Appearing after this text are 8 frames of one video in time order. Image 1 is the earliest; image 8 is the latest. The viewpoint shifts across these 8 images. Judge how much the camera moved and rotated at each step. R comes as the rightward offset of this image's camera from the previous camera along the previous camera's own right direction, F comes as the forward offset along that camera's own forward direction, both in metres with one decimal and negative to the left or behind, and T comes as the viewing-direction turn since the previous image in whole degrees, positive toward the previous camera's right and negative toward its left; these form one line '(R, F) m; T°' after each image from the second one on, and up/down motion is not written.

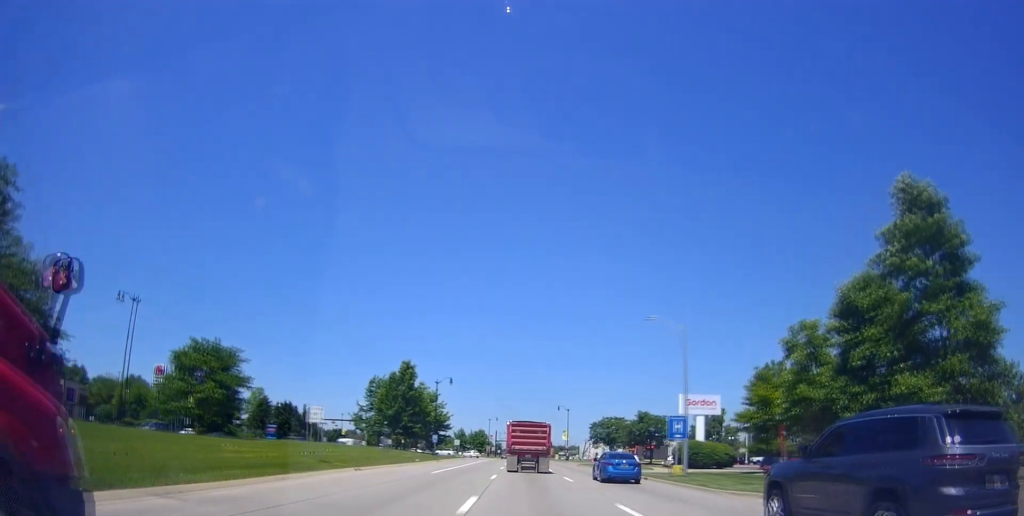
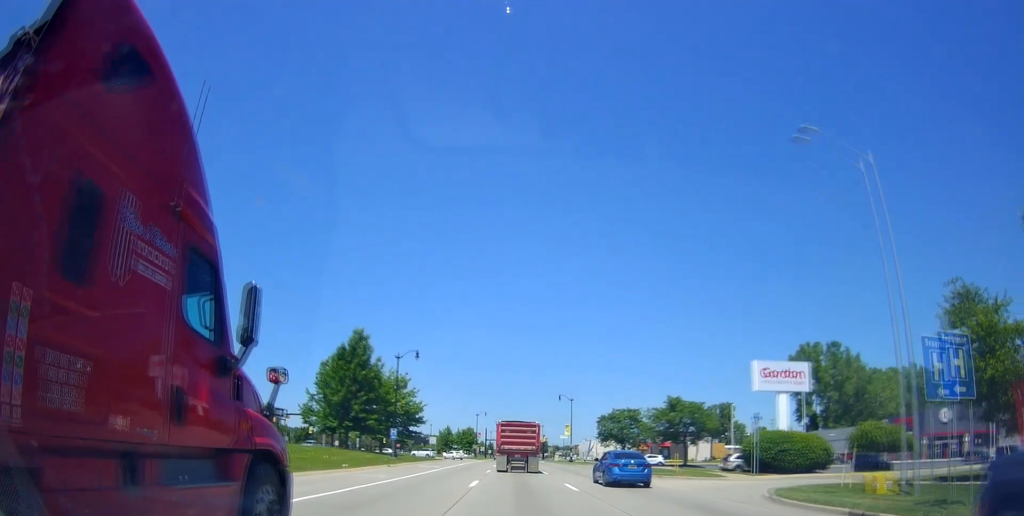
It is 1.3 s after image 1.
(0.0, +21.4) m; -1°
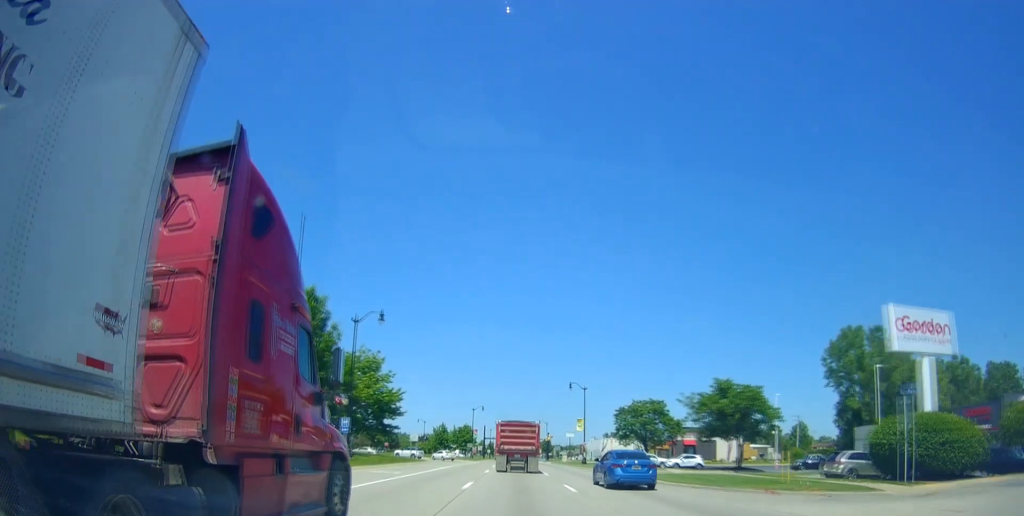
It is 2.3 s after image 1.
(-0.3, +16.4) m; 0°
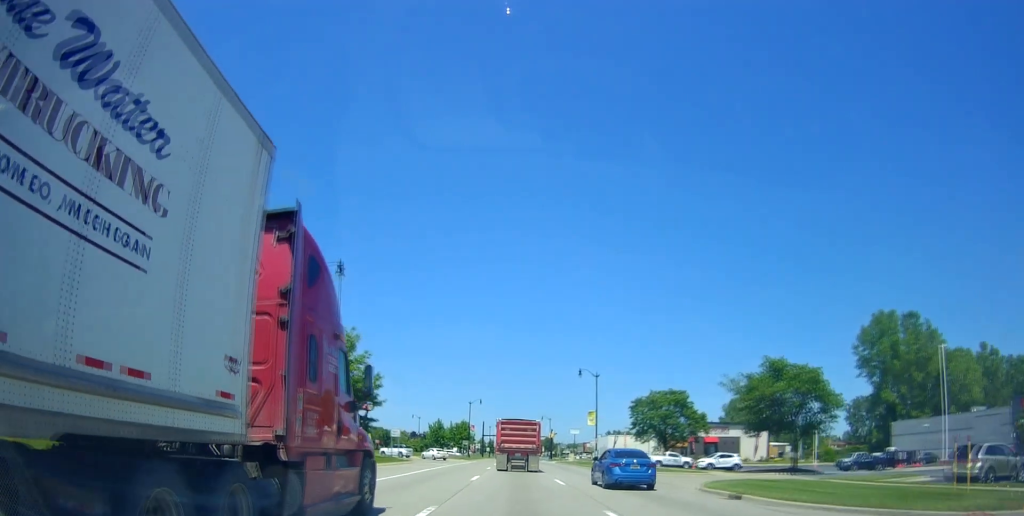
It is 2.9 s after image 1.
(+0.5, +11.0) m; +1°
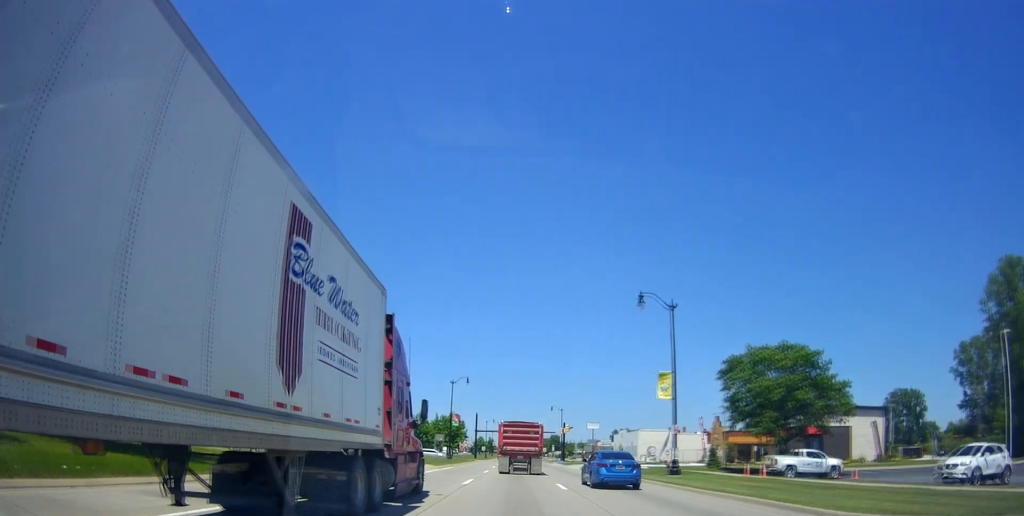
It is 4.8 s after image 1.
(0.0, +32.6) m; -1°
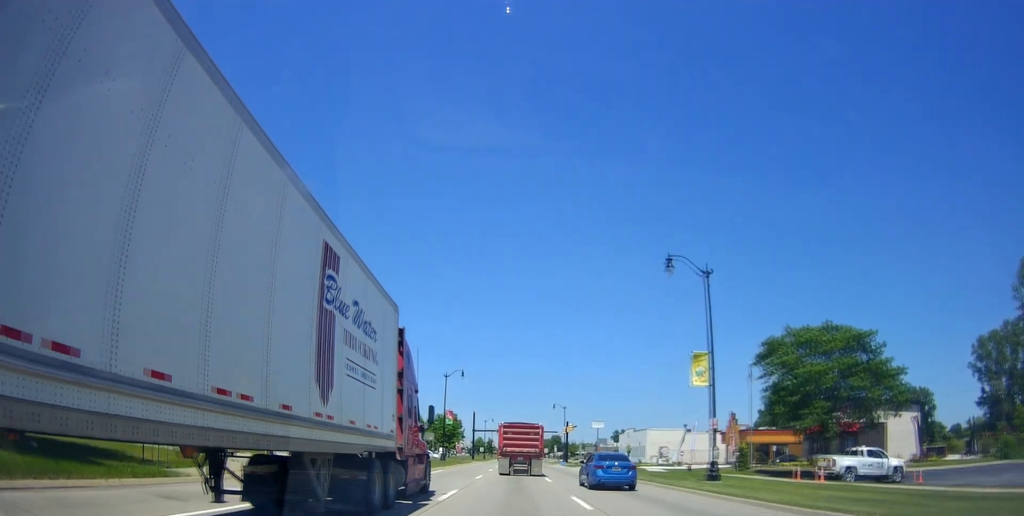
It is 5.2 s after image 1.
(0.0, +6.9) m; 0°
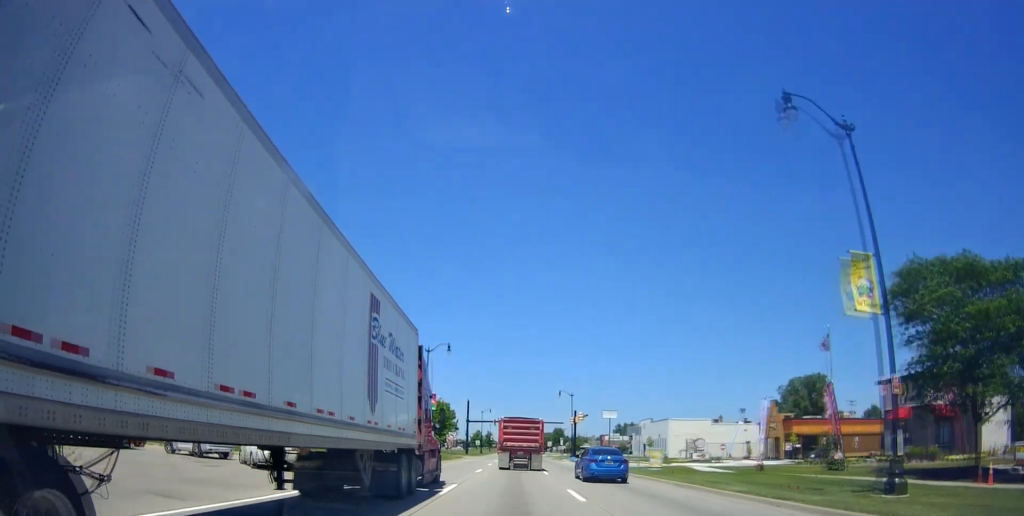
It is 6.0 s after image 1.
(-0.6, +14.5) m; 0°
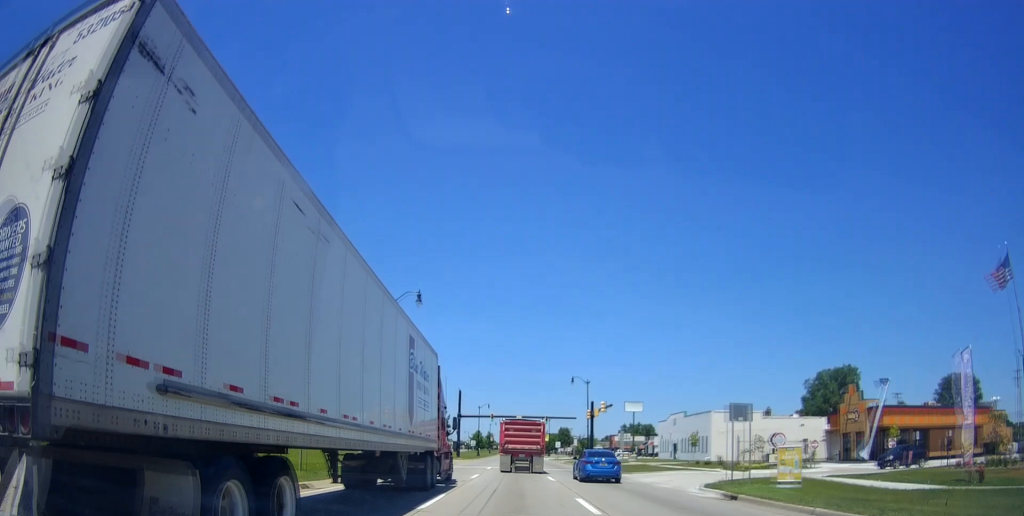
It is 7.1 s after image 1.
(+0.8, +18.8) m; +2°
